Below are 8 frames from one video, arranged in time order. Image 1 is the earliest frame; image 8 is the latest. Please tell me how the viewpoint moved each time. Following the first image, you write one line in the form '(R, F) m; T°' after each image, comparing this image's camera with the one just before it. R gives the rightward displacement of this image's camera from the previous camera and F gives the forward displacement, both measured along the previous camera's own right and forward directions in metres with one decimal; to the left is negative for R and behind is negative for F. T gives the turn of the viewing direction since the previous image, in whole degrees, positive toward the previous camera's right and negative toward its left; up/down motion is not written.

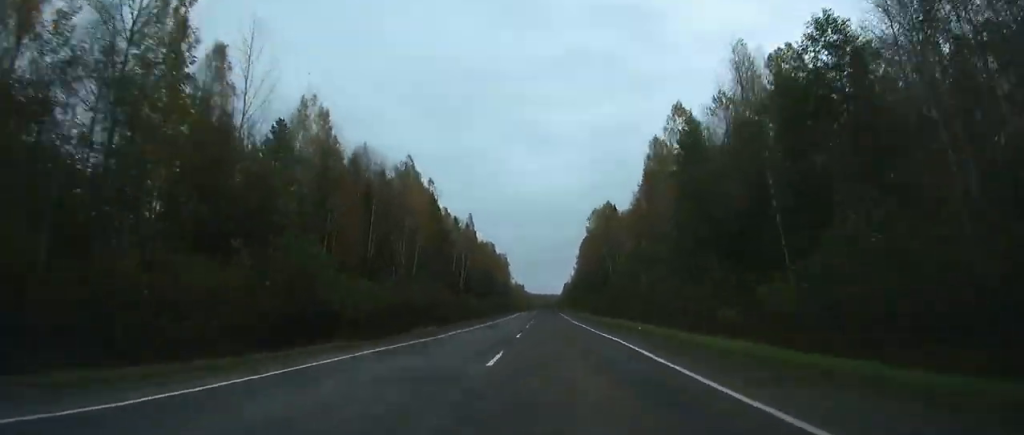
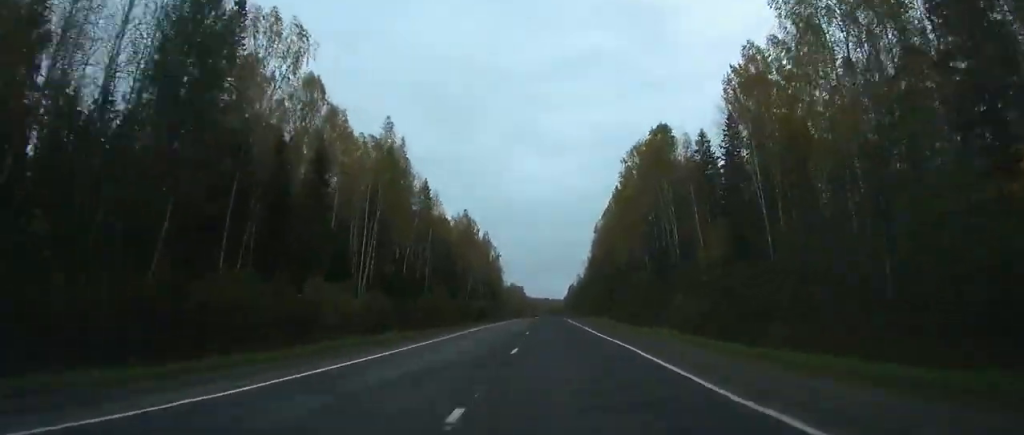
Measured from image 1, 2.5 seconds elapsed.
(-0.1, +69.0) m; 0°
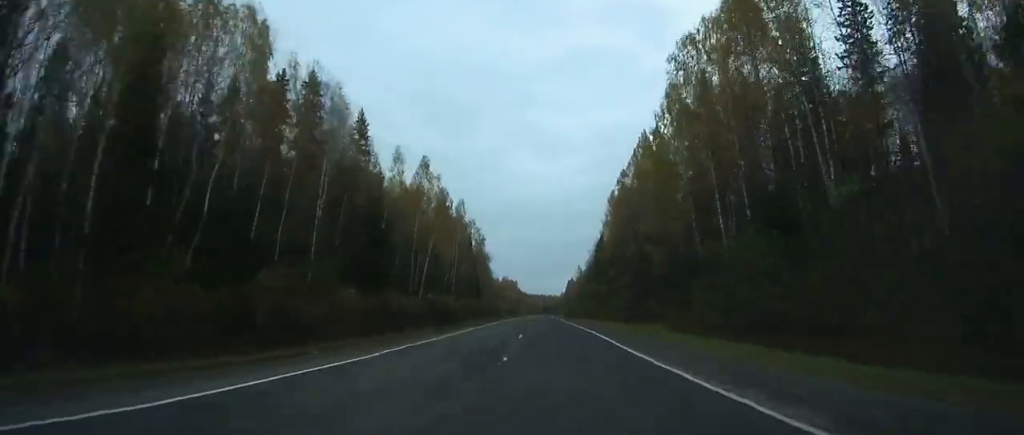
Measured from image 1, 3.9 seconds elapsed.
(+0.2, +41.1) m; 0°
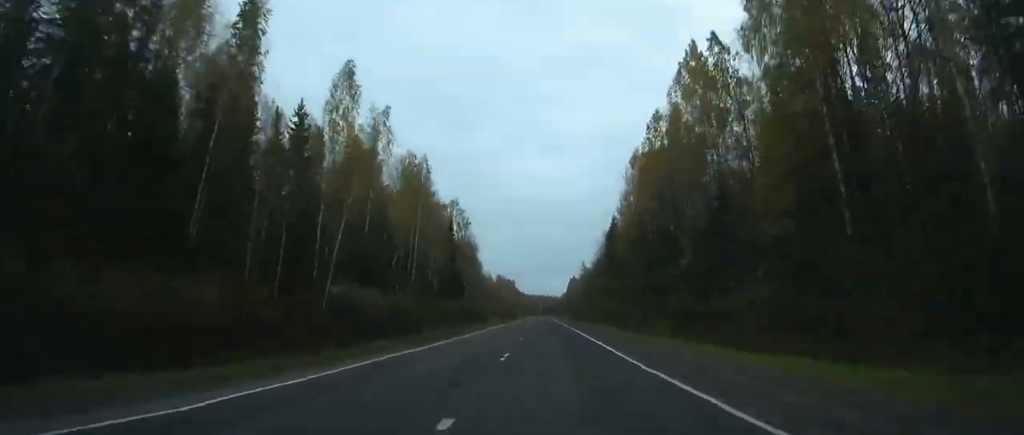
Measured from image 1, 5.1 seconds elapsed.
(+0.1, +32.7) m; 0°
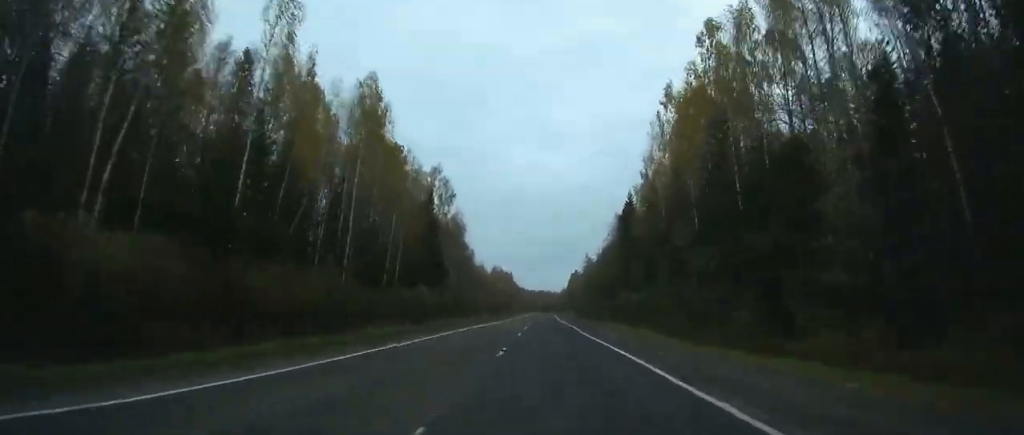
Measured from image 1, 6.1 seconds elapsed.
(+0.1, +25.0) m; 0°
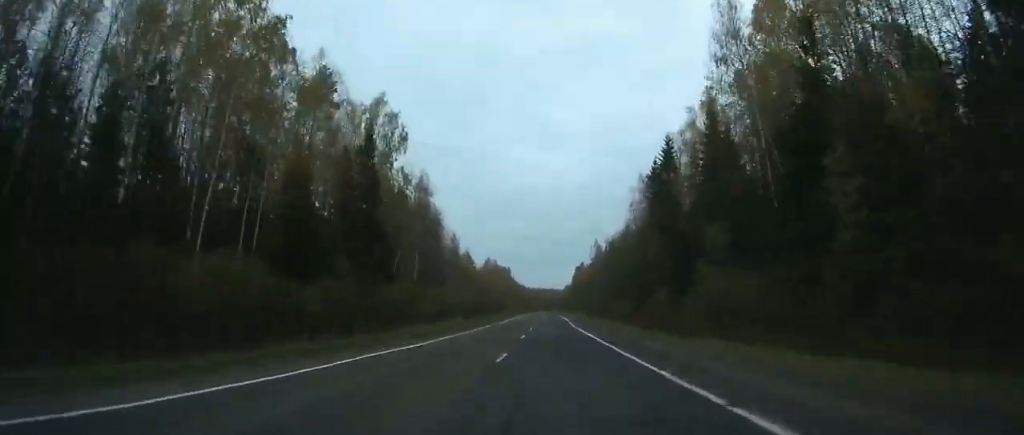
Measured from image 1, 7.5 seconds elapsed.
(-0.1, +36.0) m; 0°
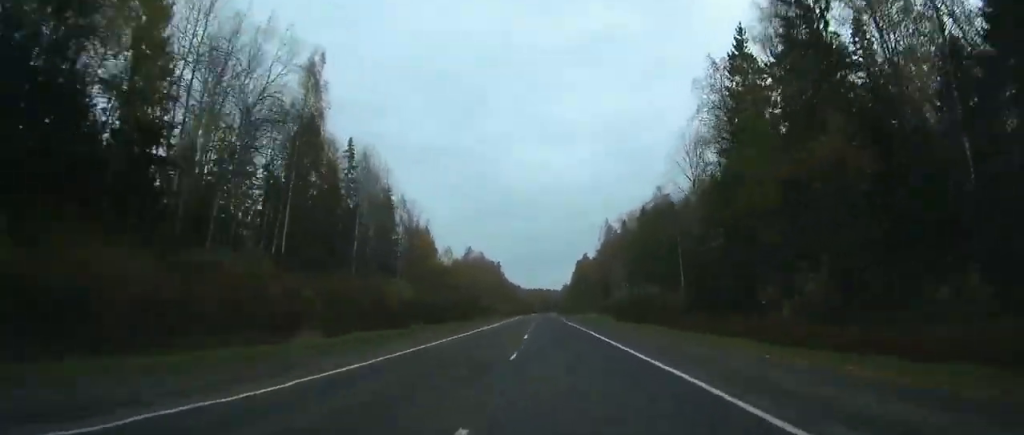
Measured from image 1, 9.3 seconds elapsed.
(-0.1, +45.1) m; 0°
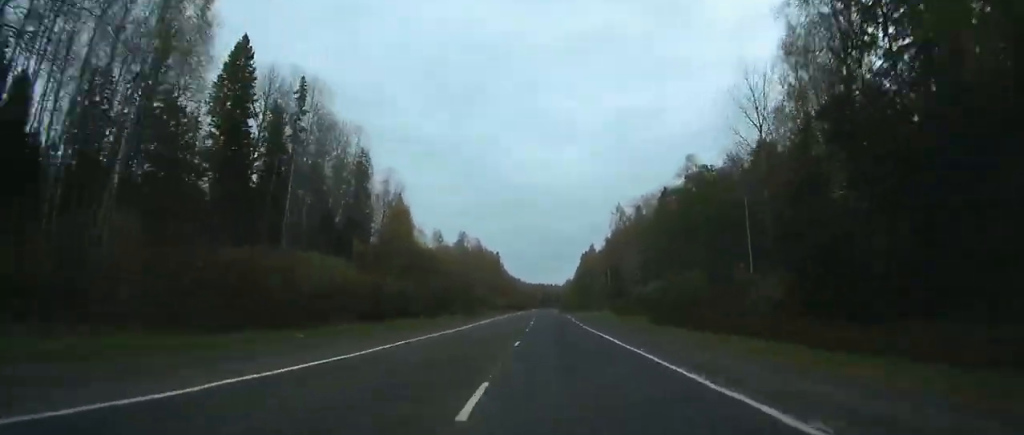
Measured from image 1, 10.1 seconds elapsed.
(0.0, +19.7) m; 0°
